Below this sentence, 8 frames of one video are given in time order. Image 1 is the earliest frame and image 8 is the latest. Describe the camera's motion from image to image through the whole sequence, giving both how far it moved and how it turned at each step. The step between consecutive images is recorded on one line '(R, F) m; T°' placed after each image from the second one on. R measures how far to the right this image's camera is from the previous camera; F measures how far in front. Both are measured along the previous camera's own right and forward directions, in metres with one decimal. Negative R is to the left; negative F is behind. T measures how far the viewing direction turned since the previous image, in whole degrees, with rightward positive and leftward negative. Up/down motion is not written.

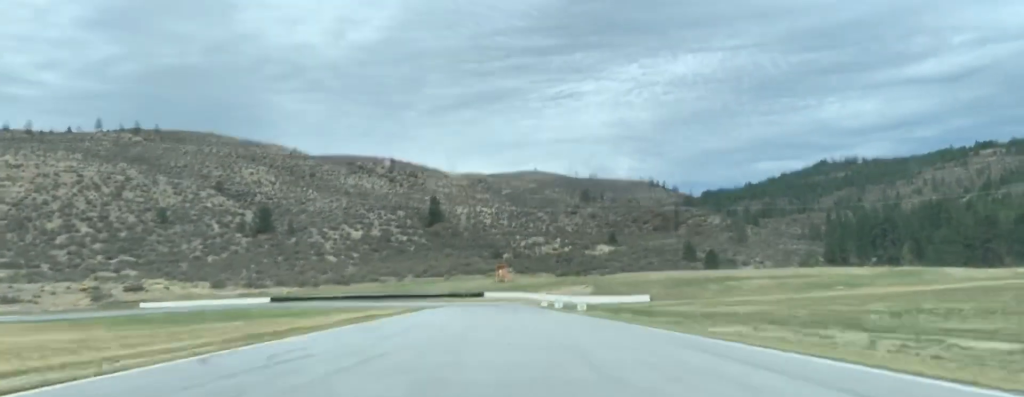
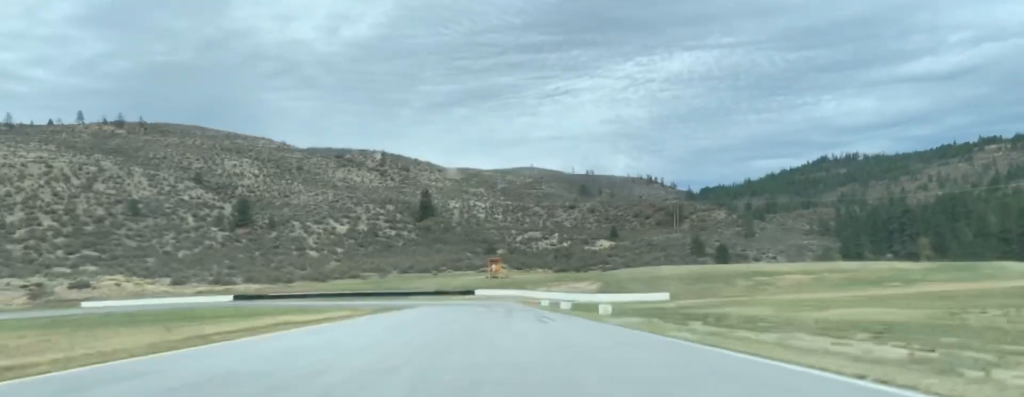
(+0.1, +19.7) m; +1°
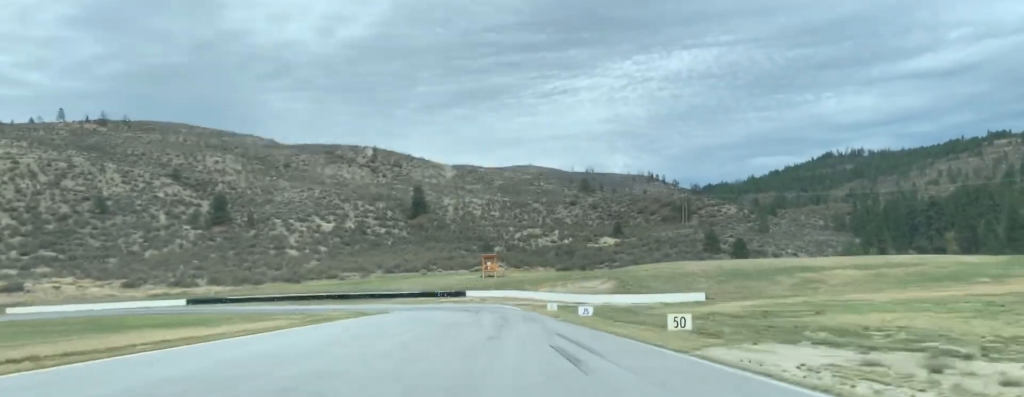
(+0.2, +18.4) m; 0°
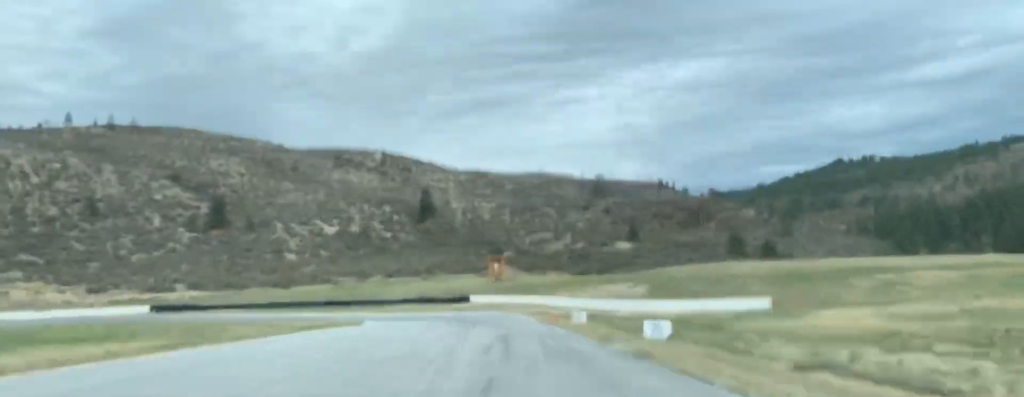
(+0.1, +18.6) m; 0°
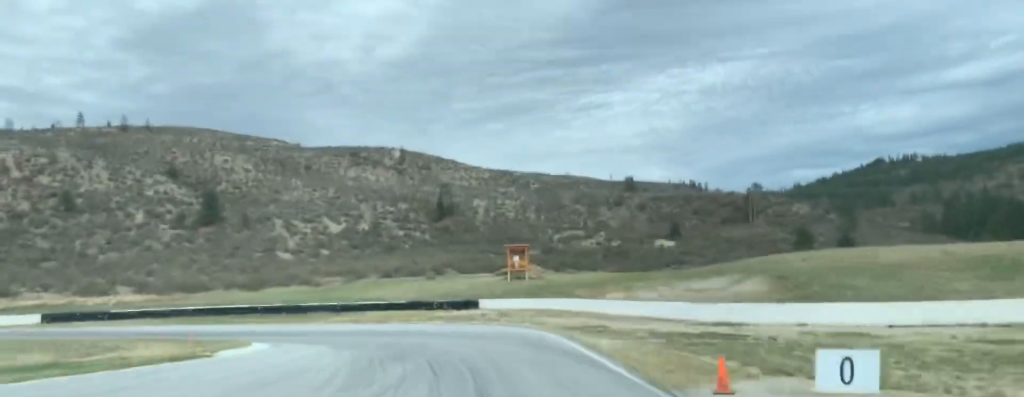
(-0.1, +34.3) m; -3°
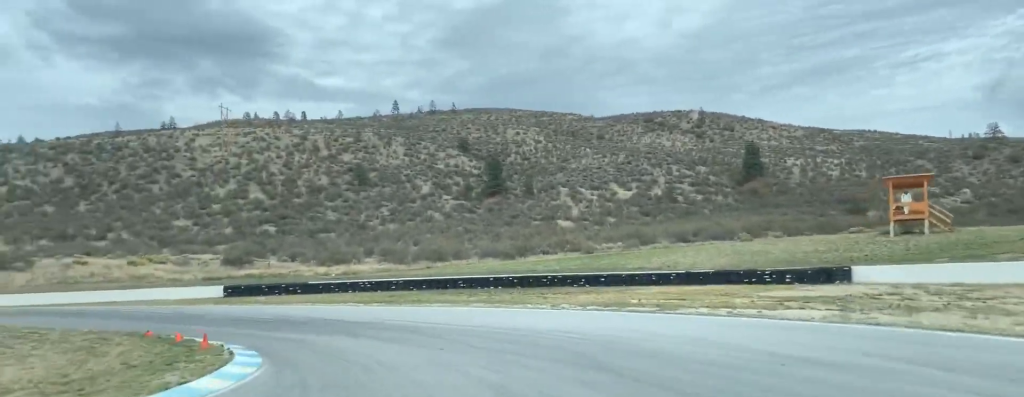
(-4.0, +39.2) m; -20°
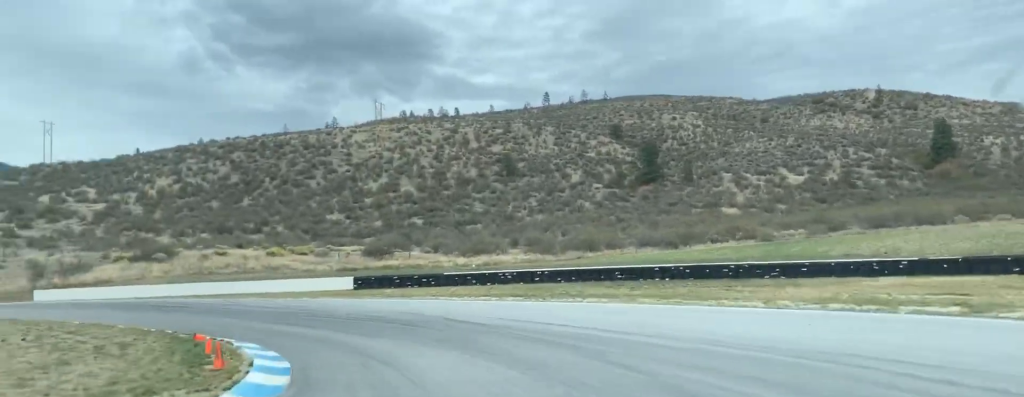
(+0.4, +10.9) m; -9°
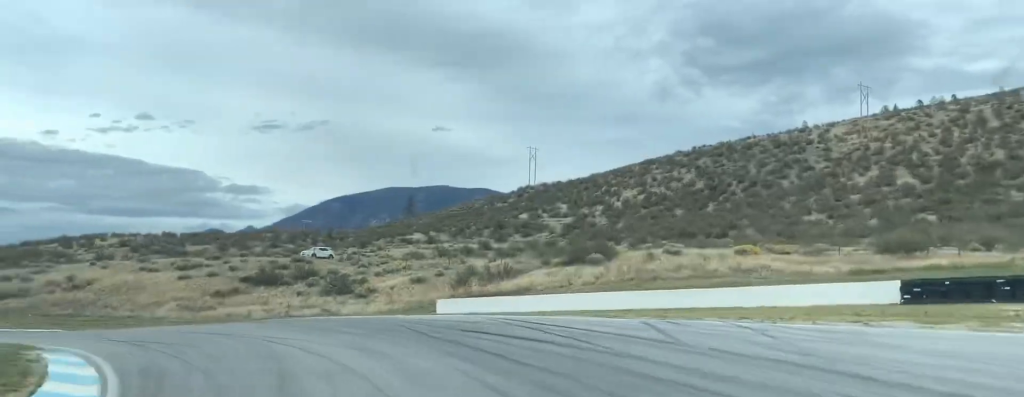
(-9.0, +26.3) m; -37°
